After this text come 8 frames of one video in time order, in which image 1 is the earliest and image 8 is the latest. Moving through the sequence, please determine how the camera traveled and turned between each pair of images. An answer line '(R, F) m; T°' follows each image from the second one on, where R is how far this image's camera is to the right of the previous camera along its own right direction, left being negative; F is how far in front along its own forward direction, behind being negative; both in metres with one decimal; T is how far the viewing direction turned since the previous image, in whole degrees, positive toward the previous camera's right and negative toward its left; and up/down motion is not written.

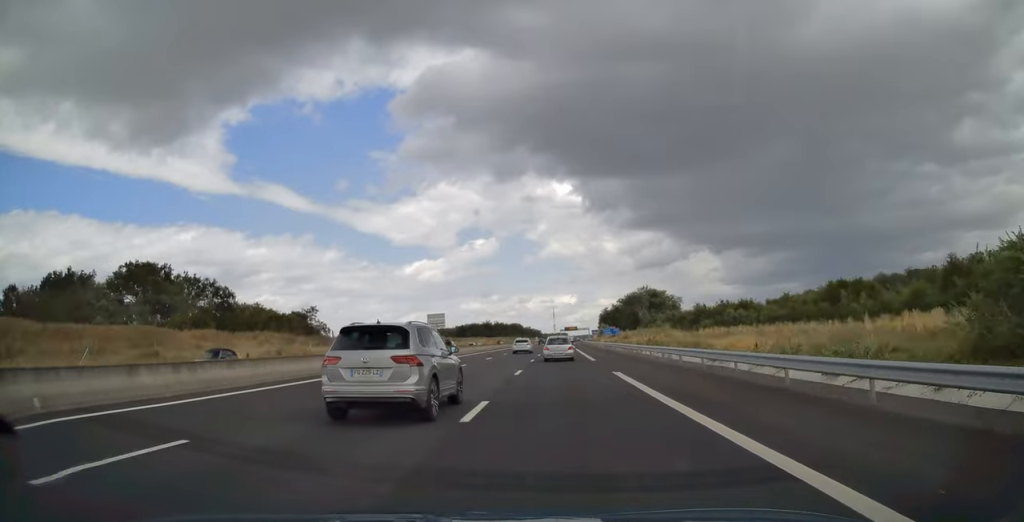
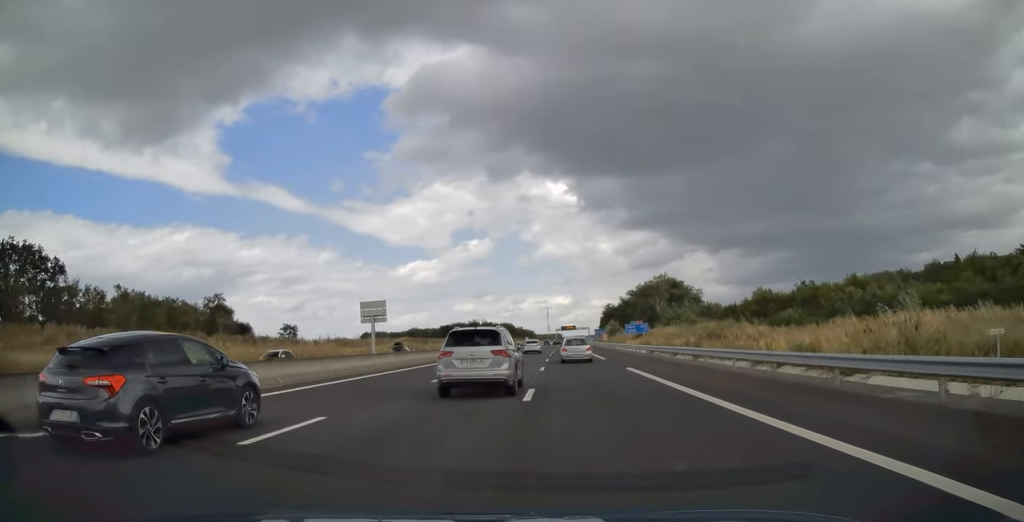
(+0.3, +49.2) m; +1°
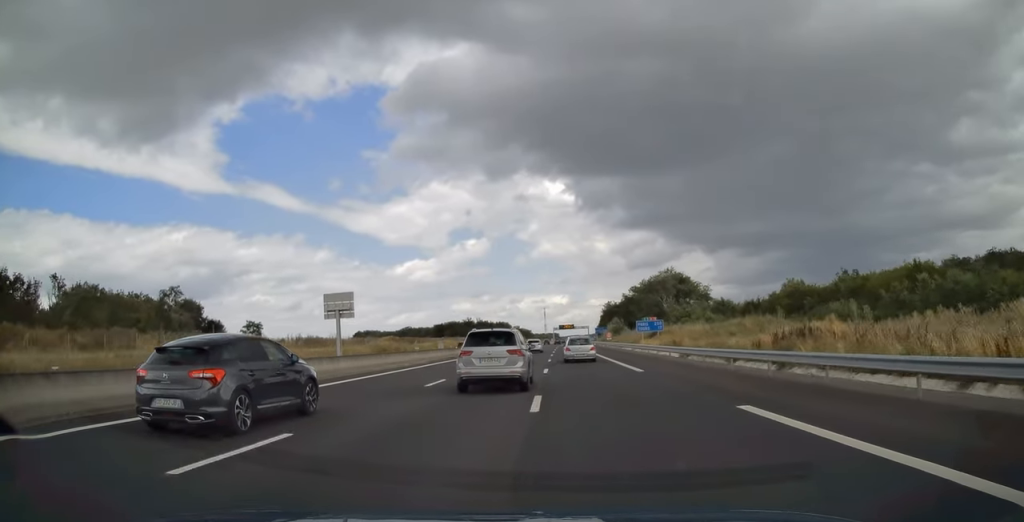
(0.0, +15.1) m; 0°
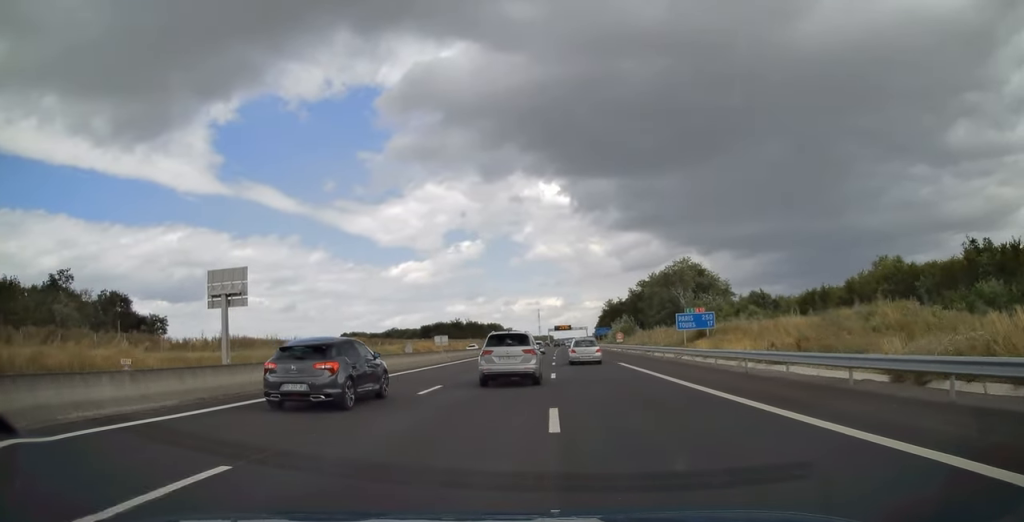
(+0.1, +28.7) m; +1°
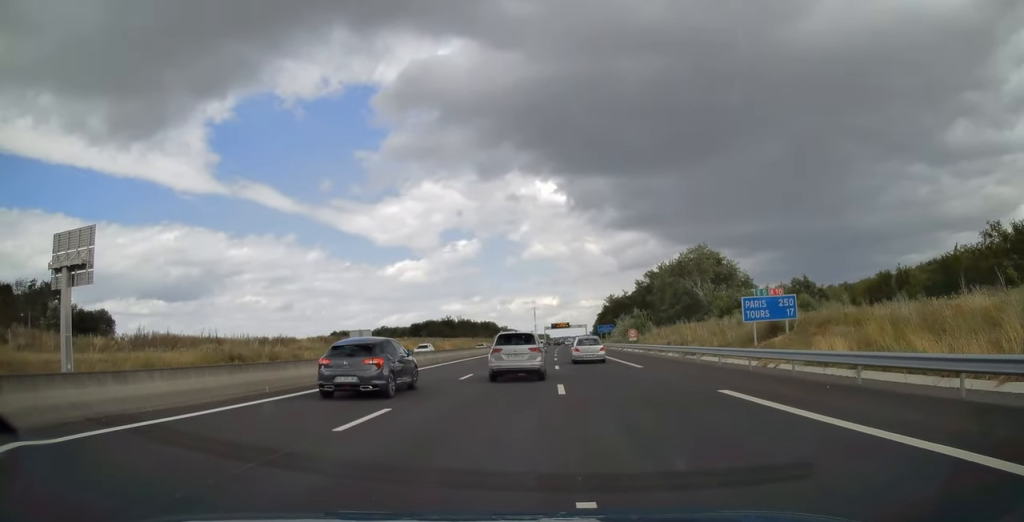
(+0.1, +20.0) m; +1°
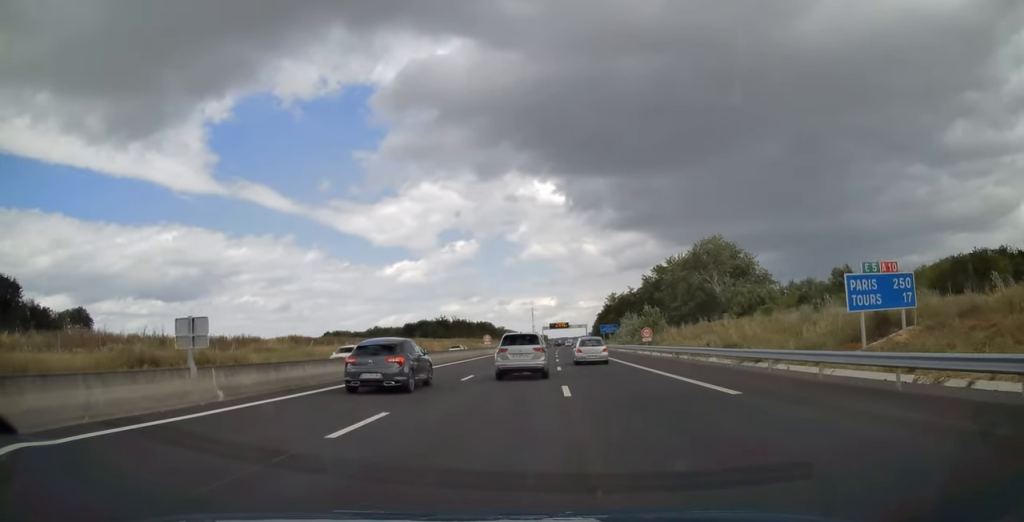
(+0.1, +13.5) m; 0°
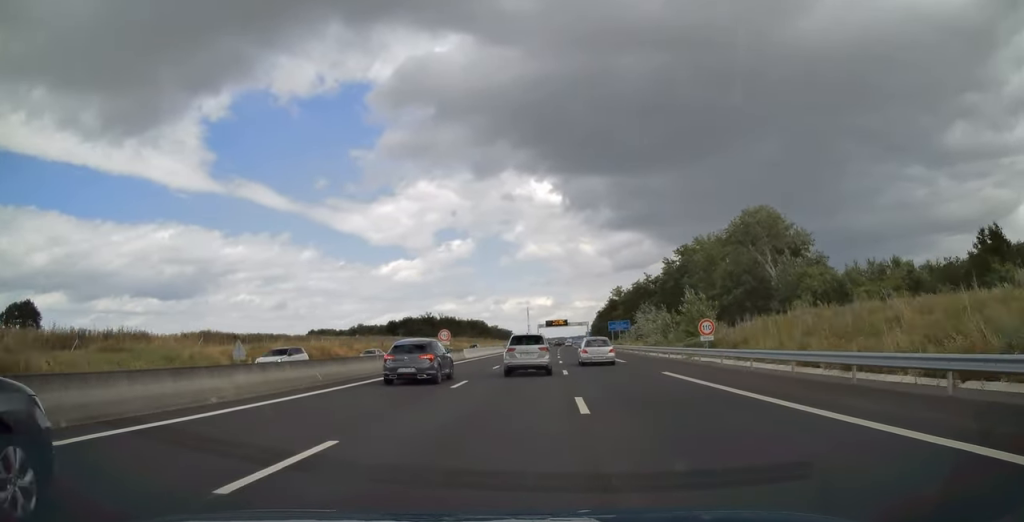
(+0.1, +29.3) m; 0°
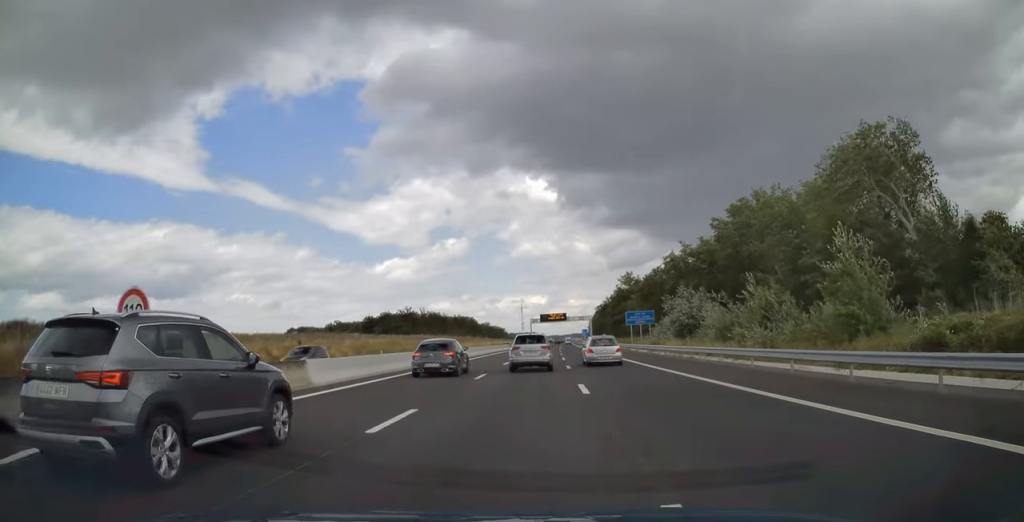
(+0.1, +34.8) m; 0°
